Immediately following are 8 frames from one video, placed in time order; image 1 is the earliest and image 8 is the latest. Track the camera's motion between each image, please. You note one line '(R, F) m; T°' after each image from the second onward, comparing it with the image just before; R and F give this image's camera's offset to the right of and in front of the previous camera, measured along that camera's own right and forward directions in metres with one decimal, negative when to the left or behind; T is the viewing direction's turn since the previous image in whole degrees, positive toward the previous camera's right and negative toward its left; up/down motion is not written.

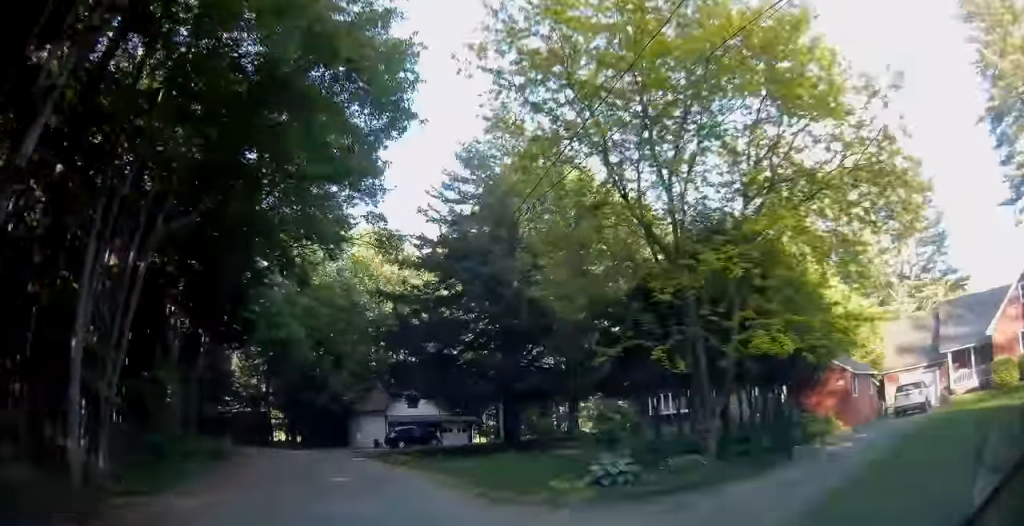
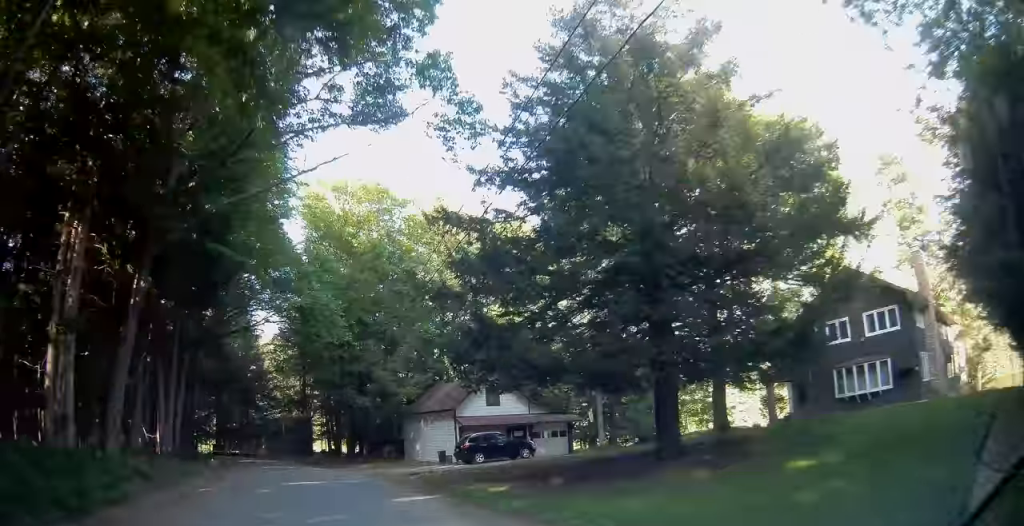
(-1.2, +13.8) m; -8°
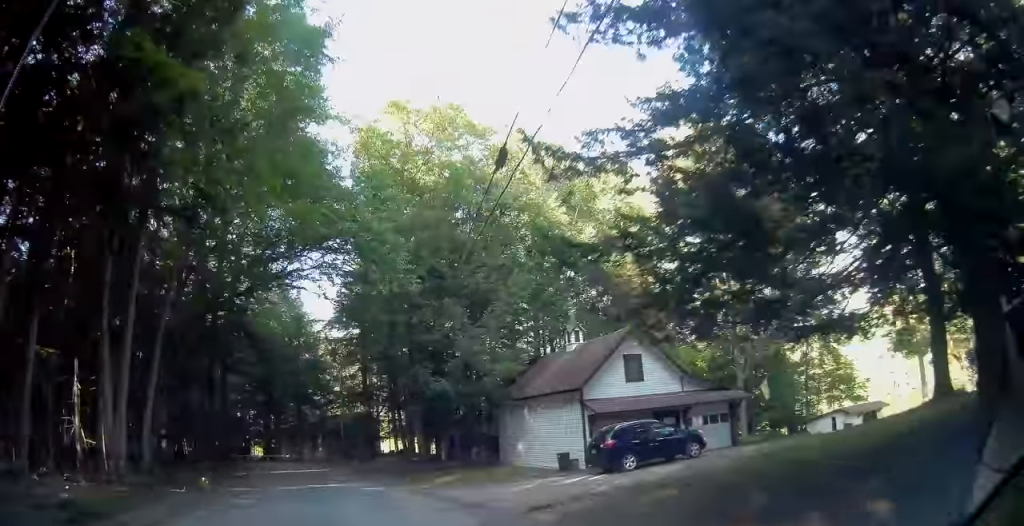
(-0.3, +11.8) m; -5°
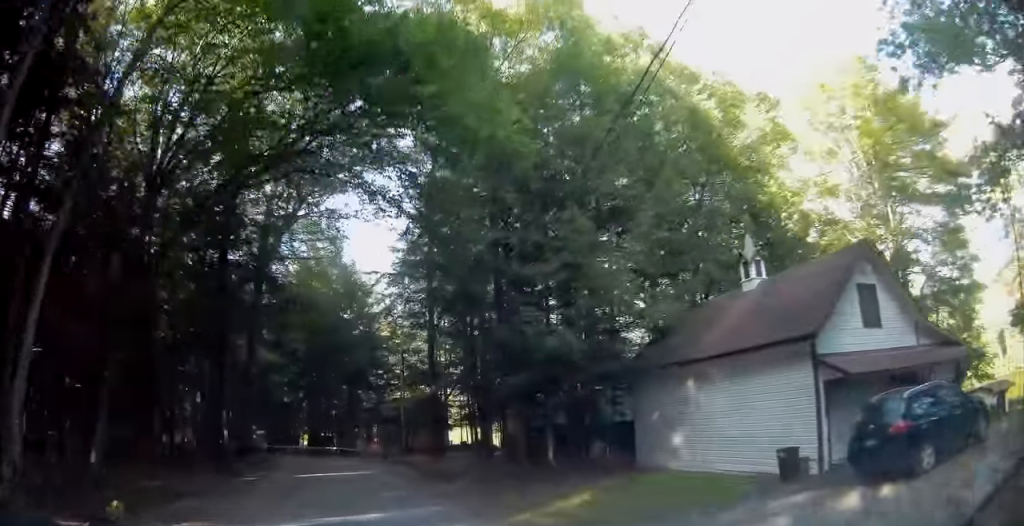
(-0.8, +10.3) m; -7°
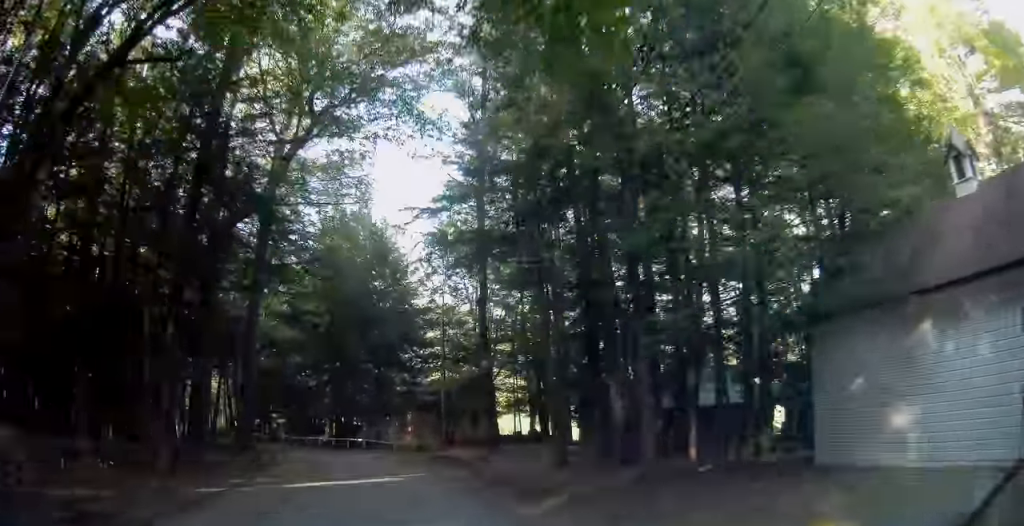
(-0.4, +7.7) m; -2°
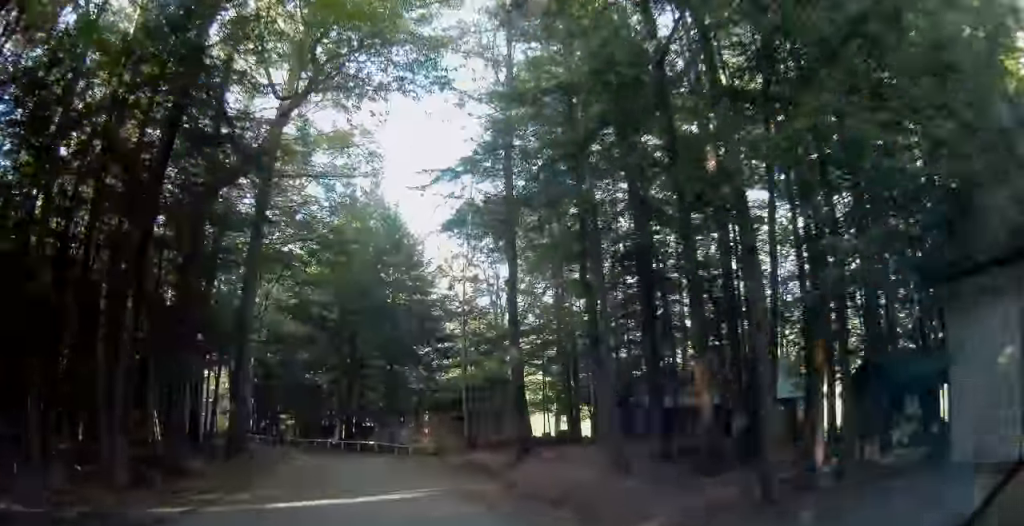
(+0.1, +3.6) m; -2°
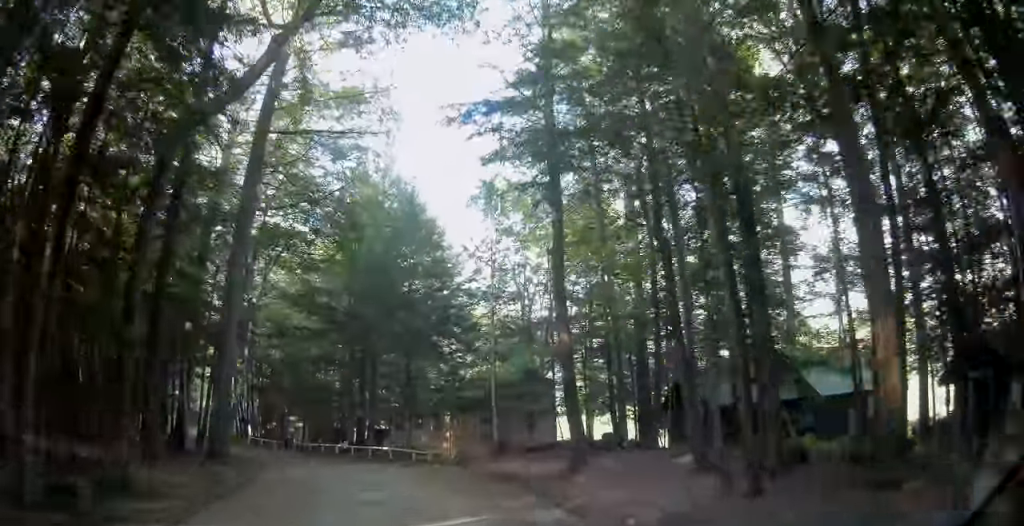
(+0.2, +4.5) m; -3°
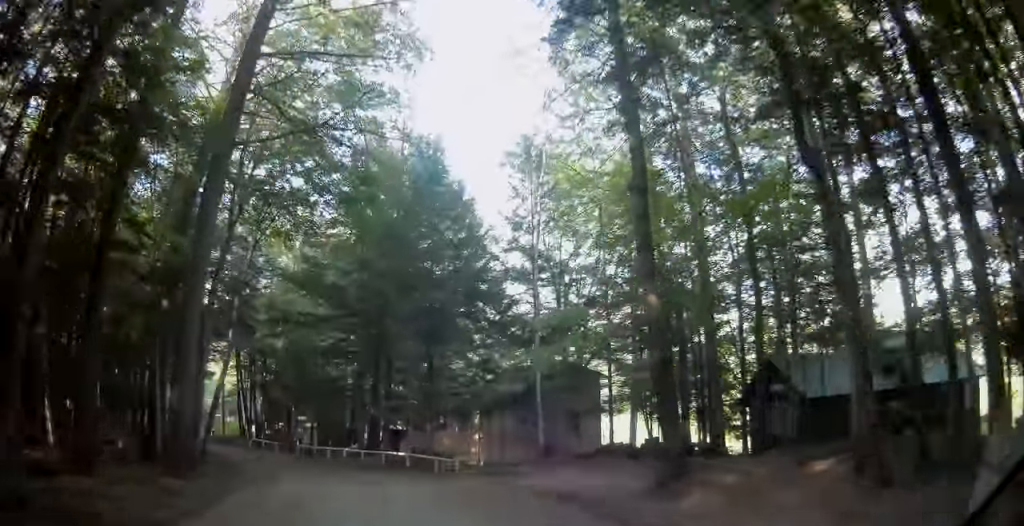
(-0.5, +5.4) m; -2°
